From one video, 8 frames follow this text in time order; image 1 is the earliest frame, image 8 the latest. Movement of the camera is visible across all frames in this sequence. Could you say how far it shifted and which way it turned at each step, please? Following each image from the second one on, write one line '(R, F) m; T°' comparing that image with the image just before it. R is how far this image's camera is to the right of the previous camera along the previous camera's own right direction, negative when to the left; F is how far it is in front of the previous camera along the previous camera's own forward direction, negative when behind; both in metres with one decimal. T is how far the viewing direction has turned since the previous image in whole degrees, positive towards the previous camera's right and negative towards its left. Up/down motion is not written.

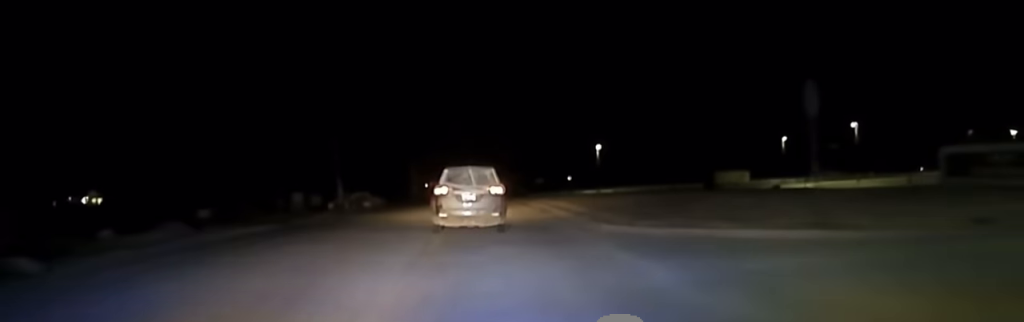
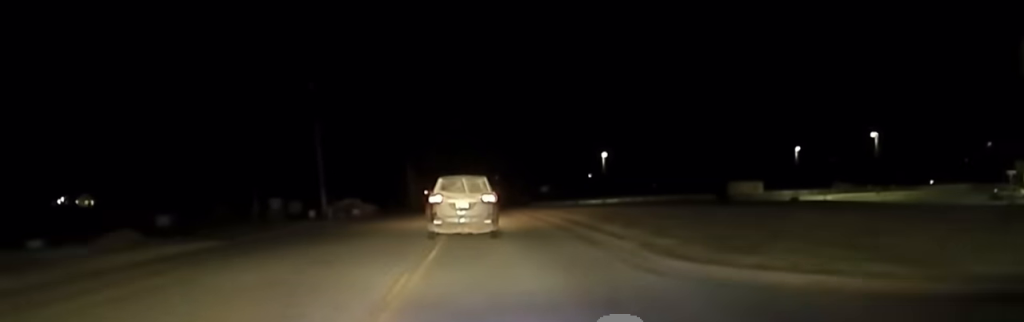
(+0.1, +7.8) m; 0°
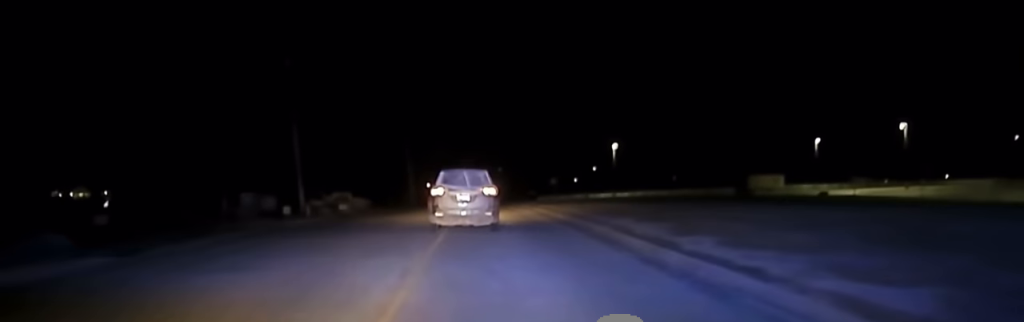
(-0.2, +10.2) m; 0°
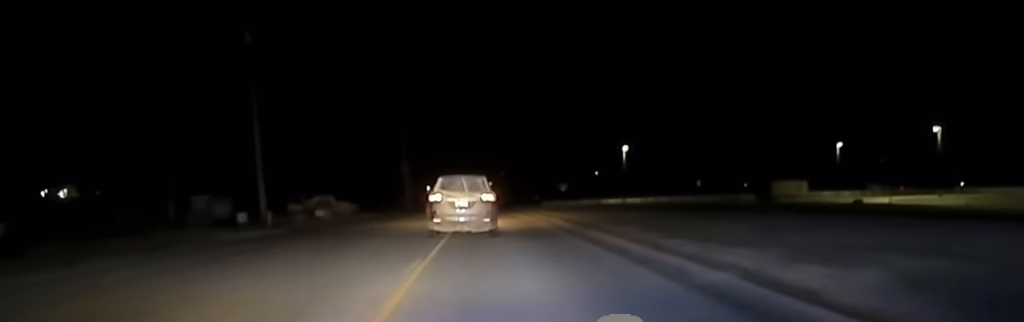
(-0.1, +10.9) m; 0°
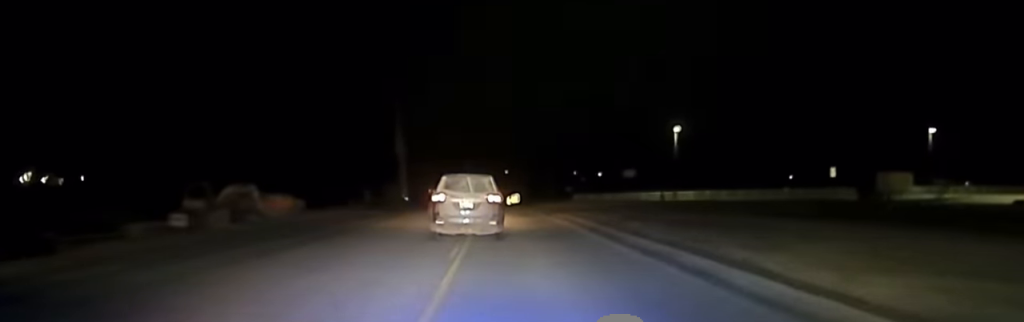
(0.0, +32.7) m; -1°
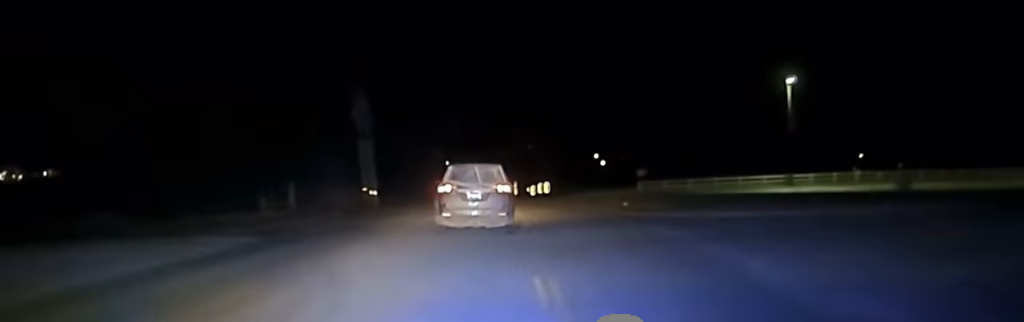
(-0.8, +46.2) m; 0°
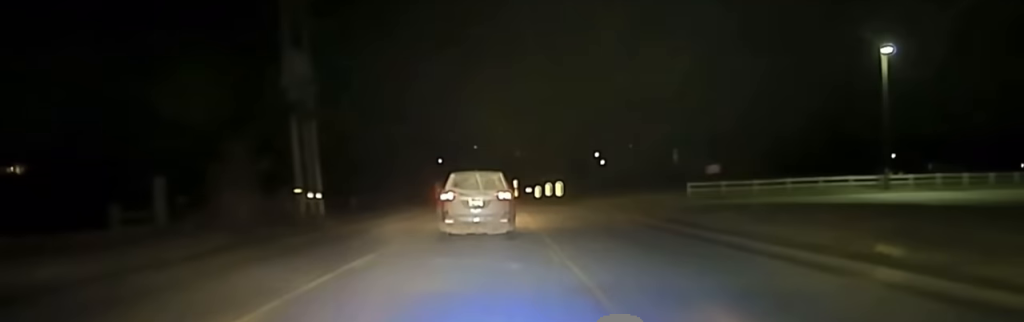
(+0.2, +23.2) m; +1°
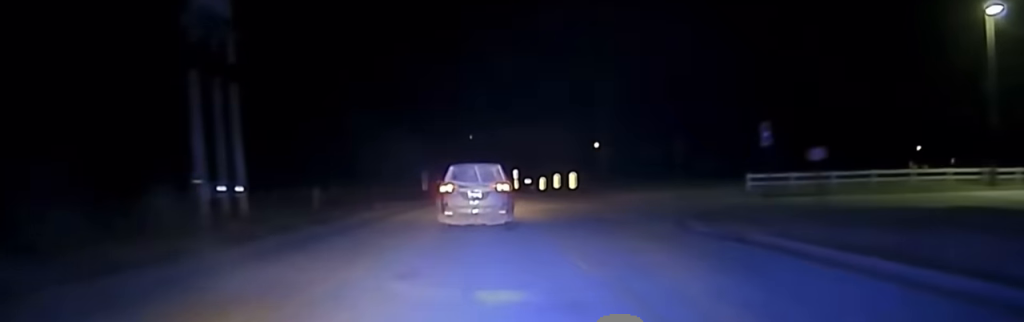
(0.0, +15.1) m; 0°
